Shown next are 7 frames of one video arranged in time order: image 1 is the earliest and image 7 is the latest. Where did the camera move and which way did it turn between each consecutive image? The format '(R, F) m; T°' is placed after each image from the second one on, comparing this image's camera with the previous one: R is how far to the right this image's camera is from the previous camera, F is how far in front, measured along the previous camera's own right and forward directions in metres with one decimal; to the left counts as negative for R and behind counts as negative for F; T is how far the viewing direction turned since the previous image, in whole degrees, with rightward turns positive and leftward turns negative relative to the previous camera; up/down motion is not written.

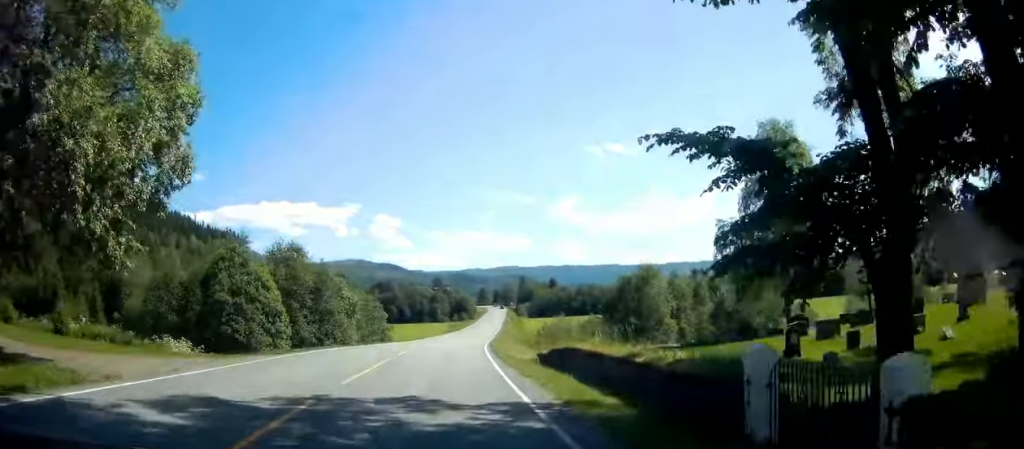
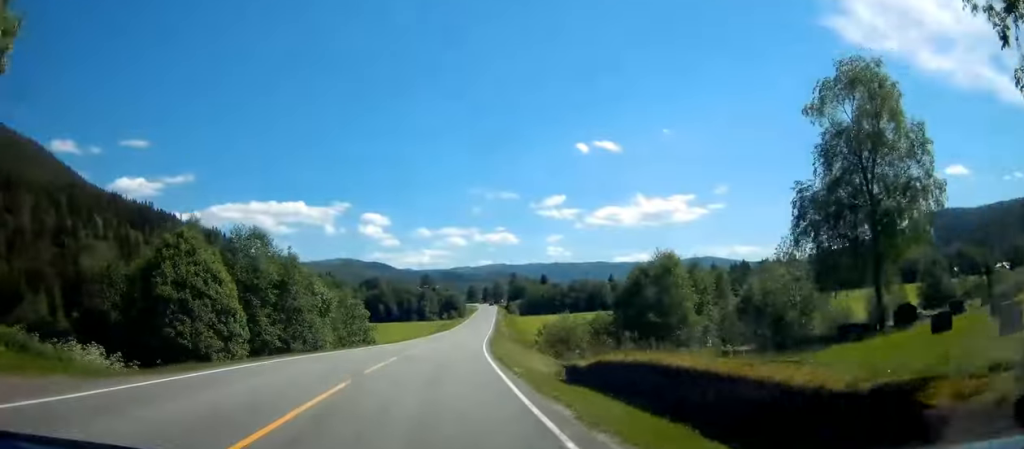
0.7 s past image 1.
(-0.5, +7.5) m; -2°
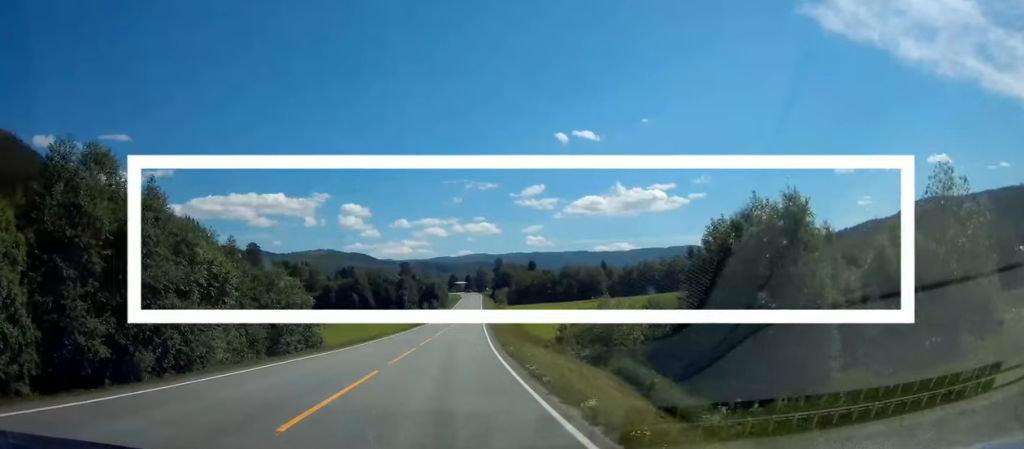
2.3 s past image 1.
(-0.1, +19.5) m; +1°
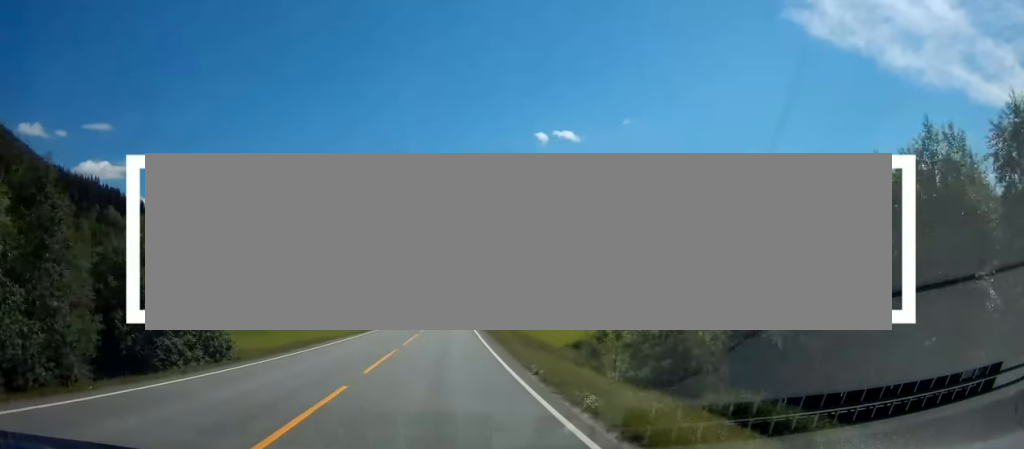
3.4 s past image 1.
(+0.2, +15.7) m; +2°
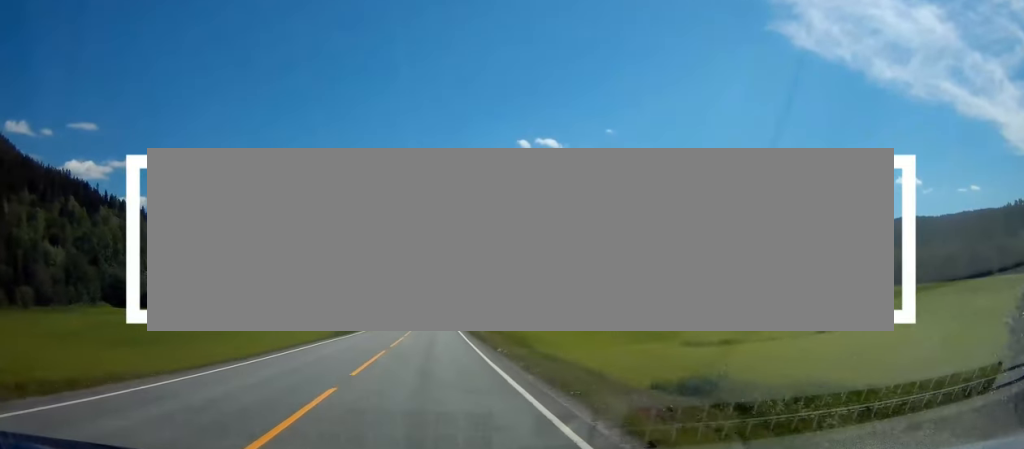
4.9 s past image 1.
(+0.4, +24.1) m; +1°
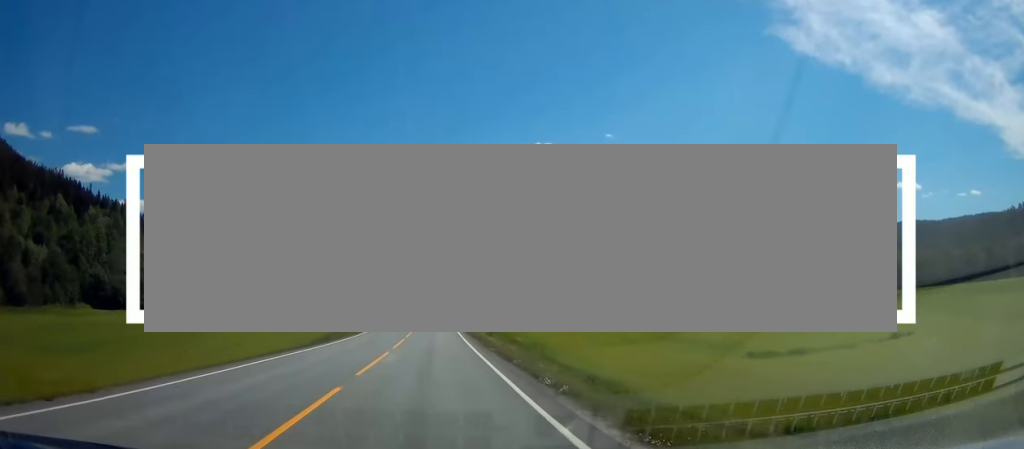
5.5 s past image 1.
(0.0, +10.6) m; 0°
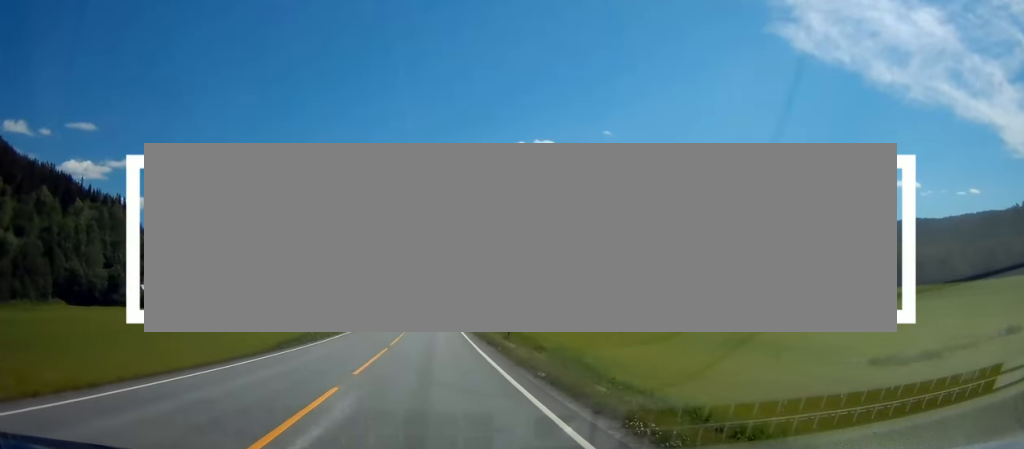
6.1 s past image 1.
(0.0, +12.1) m; 0°
